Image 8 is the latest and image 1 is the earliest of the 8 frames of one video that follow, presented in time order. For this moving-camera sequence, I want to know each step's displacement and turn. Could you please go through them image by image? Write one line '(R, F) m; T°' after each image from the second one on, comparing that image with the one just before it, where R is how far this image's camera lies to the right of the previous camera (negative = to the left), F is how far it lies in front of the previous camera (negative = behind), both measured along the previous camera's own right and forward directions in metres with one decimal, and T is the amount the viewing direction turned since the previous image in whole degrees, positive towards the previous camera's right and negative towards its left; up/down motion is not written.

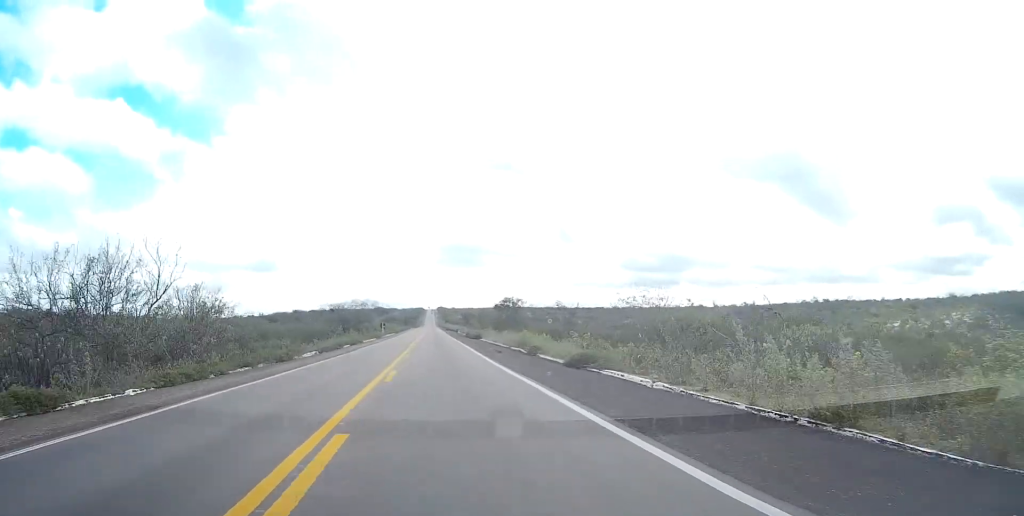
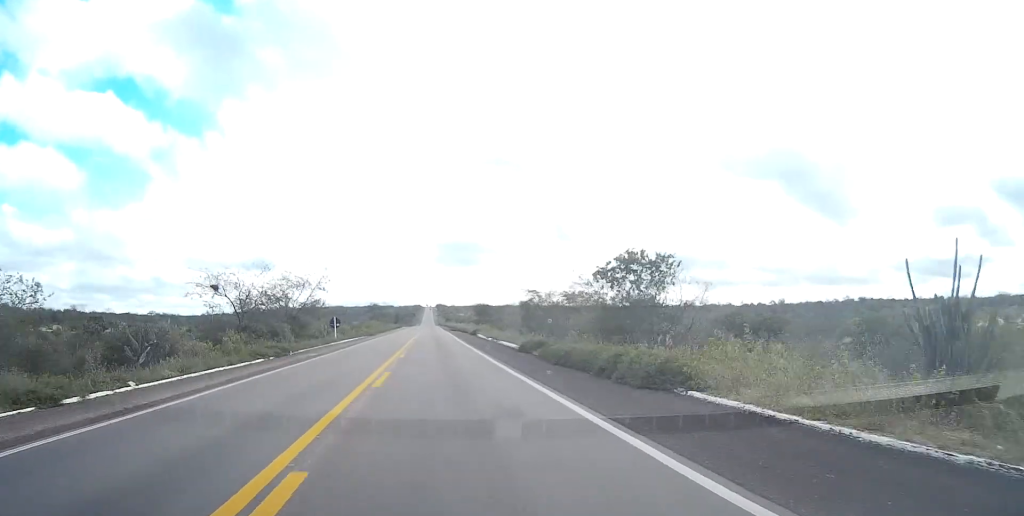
(0.0, +63.0) m; 0°
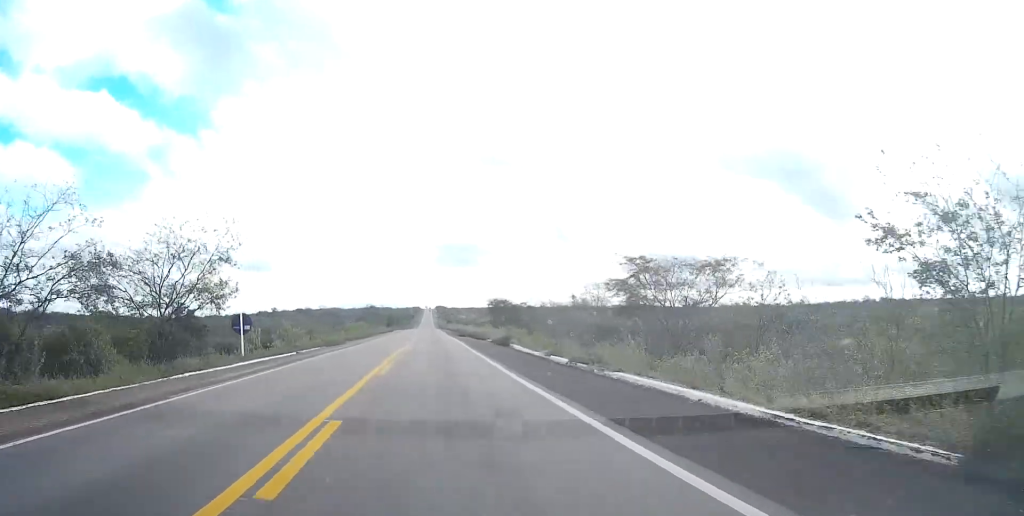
(0.0, +33.4) m; 0°
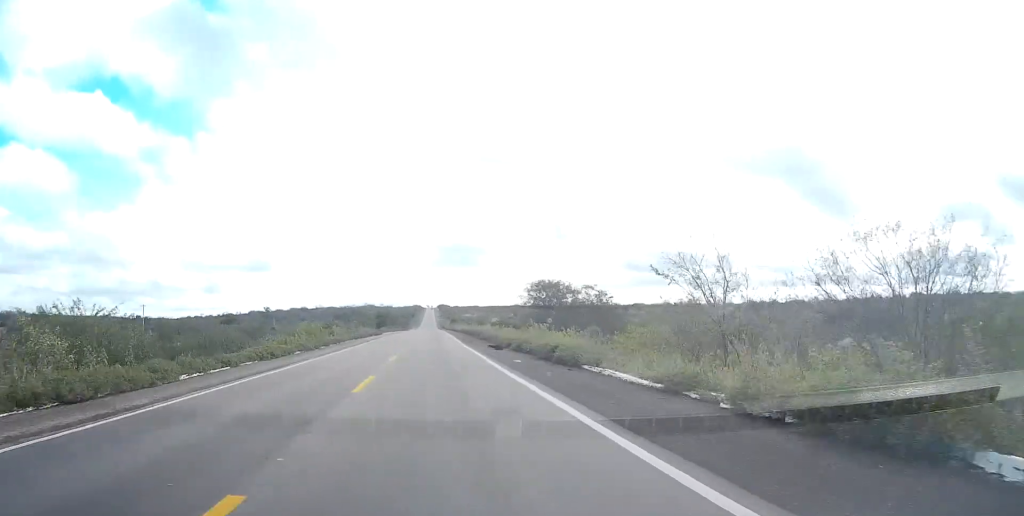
(-0.1, +40.6) m; 0°
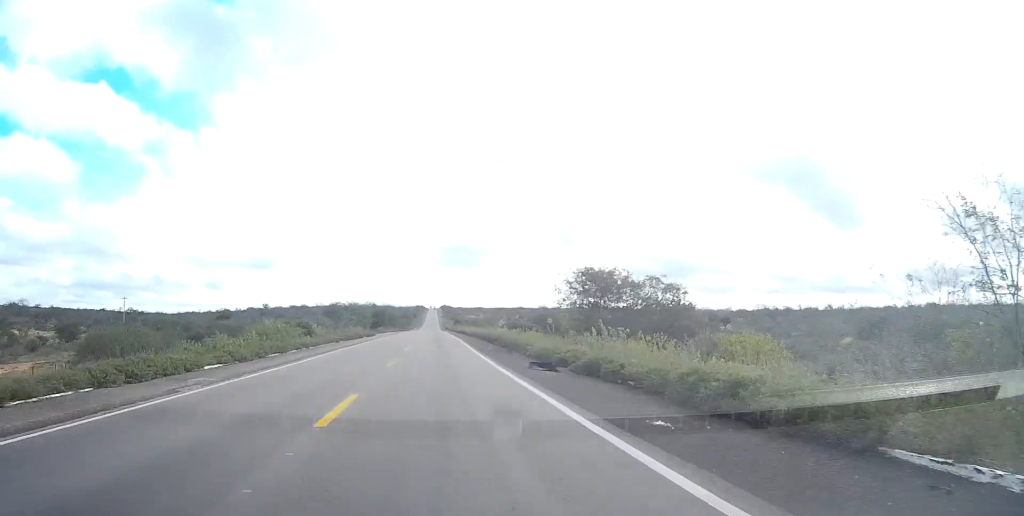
(0.0, +16.7) m; 0°
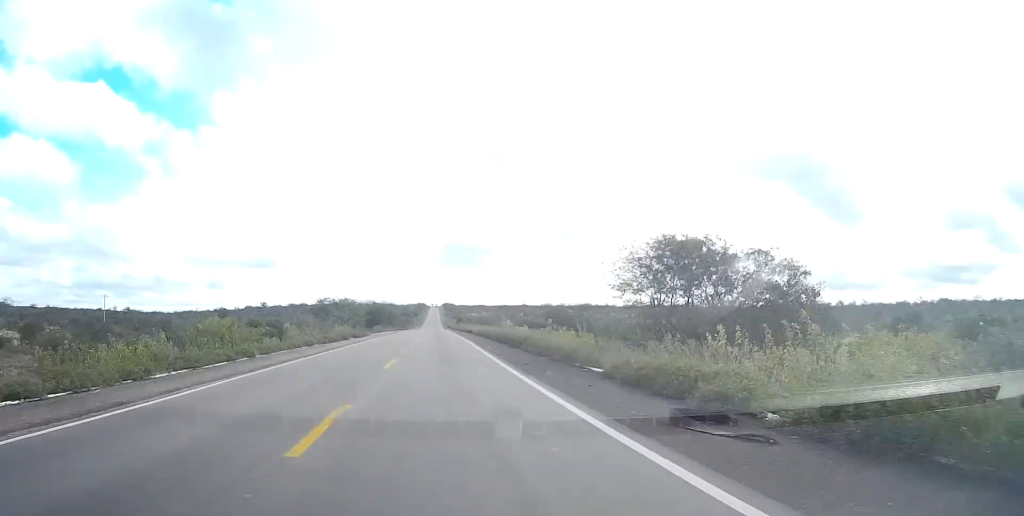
(0.0, +14.3) m; 0°
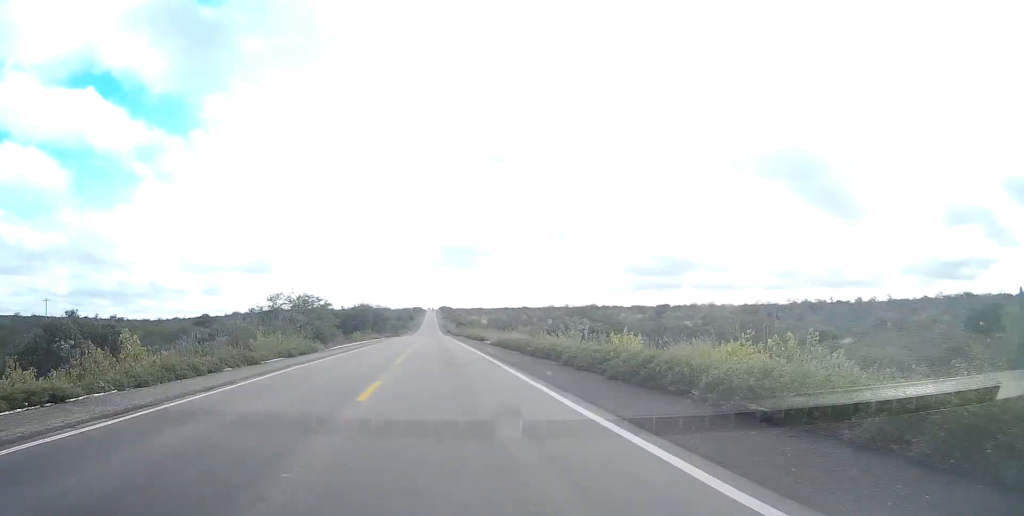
(0.0, +31.1) m; 0°
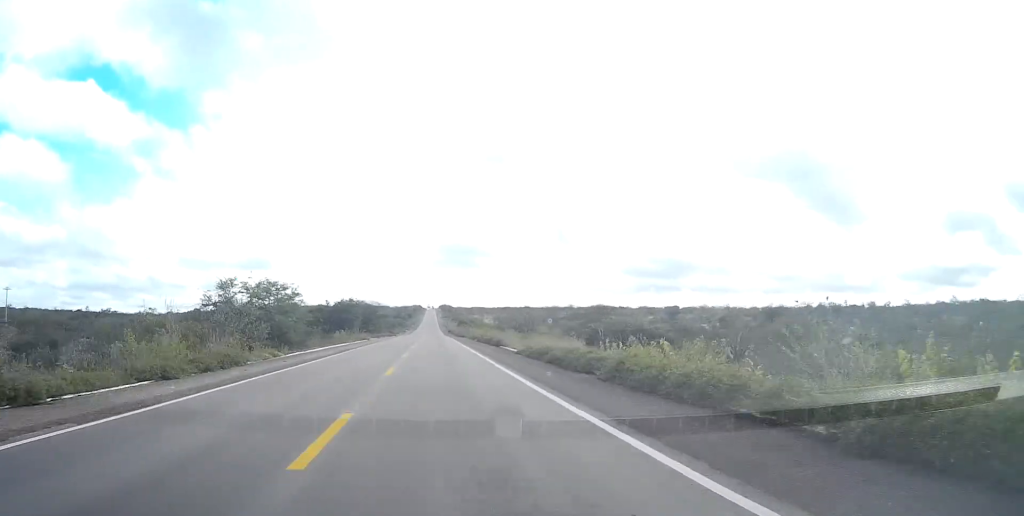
(0.0, +17.9) m; 0°
